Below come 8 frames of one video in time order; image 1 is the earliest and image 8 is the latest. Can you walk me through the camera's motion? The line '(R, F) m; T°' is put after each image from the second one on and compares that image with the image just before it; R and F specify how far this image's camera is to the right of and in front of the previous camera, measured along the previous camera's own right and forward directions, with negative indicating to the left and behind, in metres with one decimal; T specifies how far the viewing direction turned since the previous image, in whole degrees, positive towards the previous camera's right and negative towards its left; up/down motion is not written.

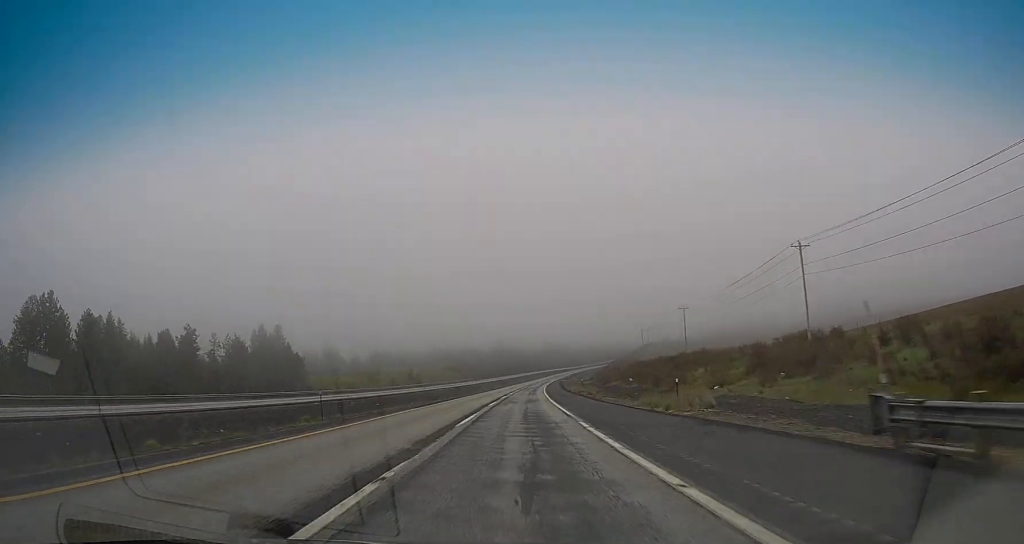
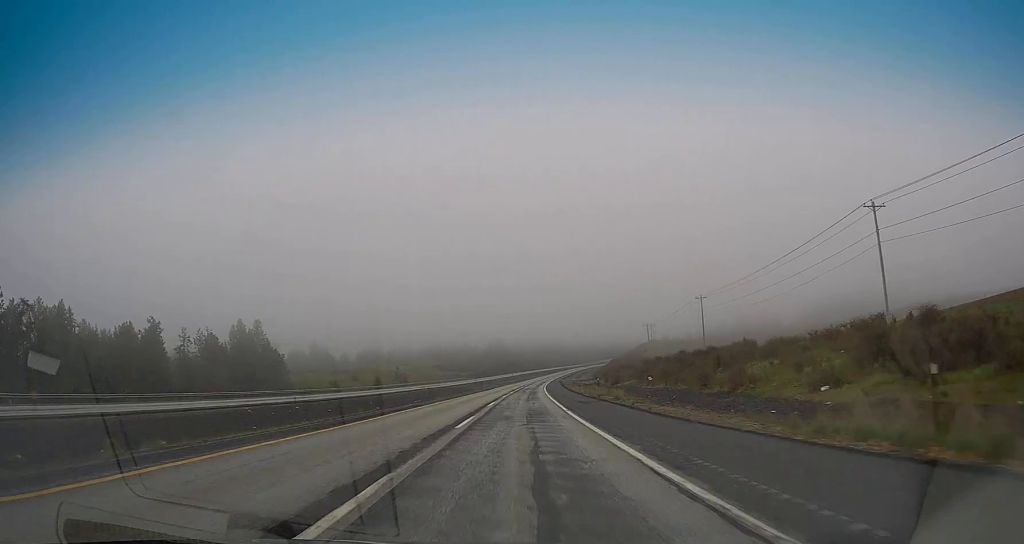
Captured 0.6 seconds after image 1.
(+0.2, +17.6) m; +1°
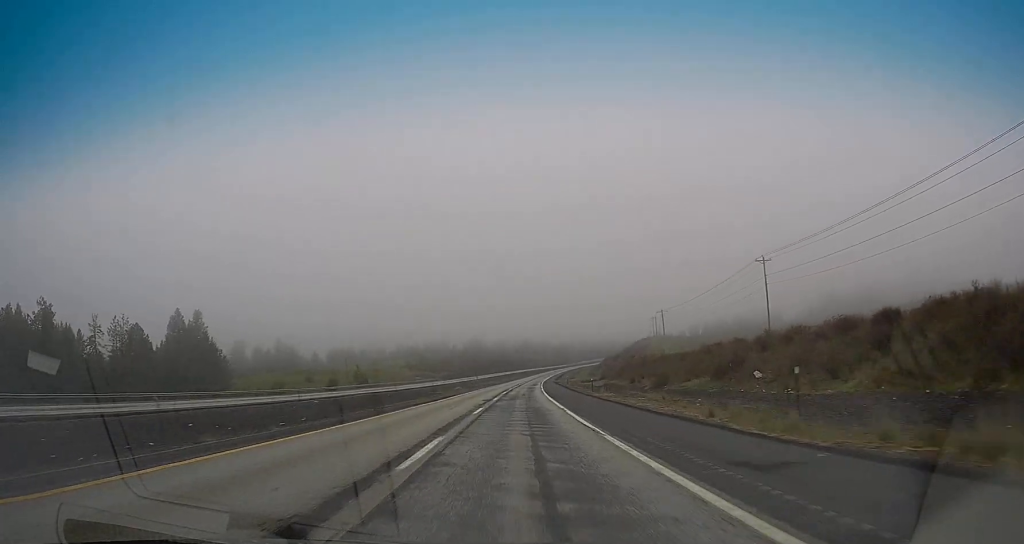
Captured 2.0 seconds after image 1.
(+0.7, +40.1) m; +2°
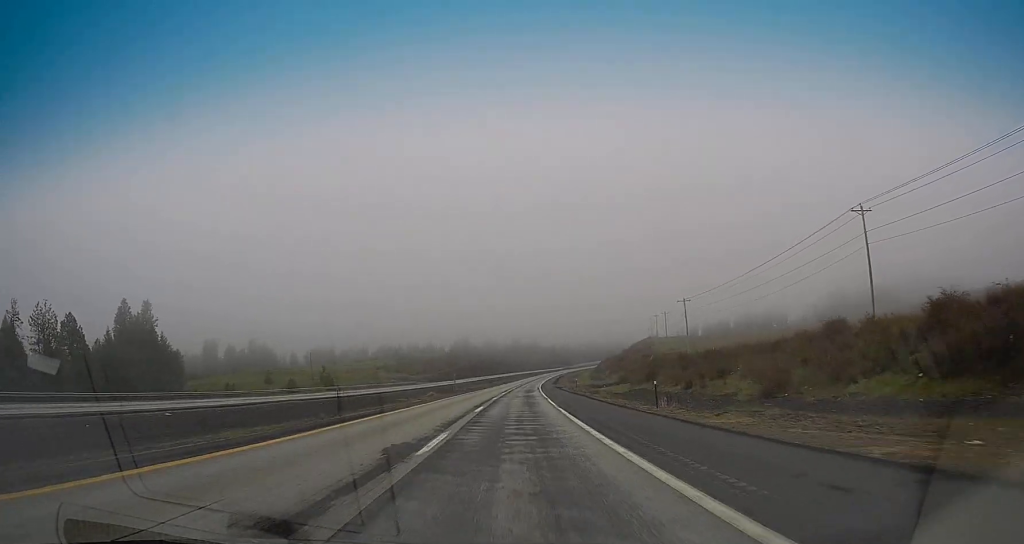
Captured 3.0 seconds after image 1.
(+0.1, +29.4) m; +1°
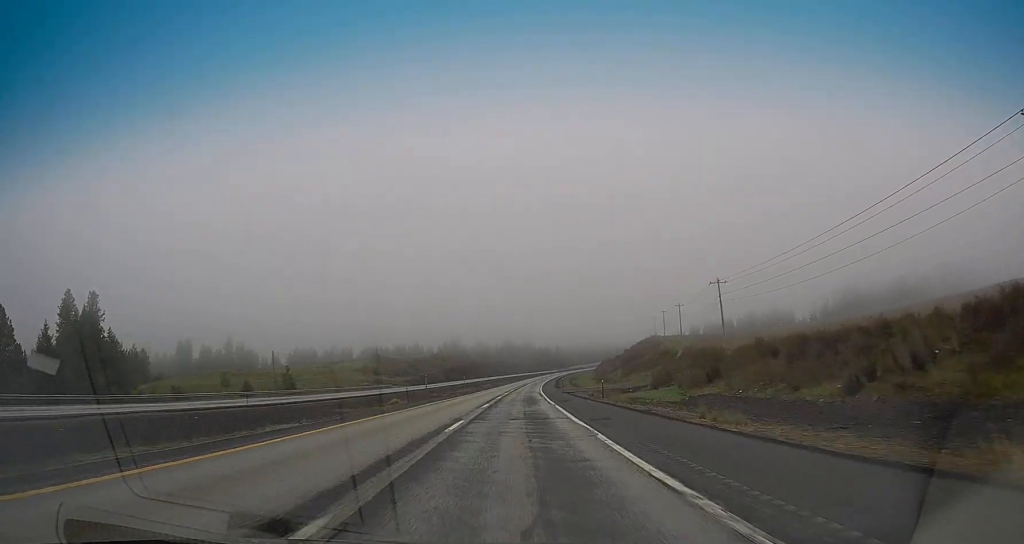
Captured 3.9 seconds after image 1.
(+0.4, +26.4) m; +1°
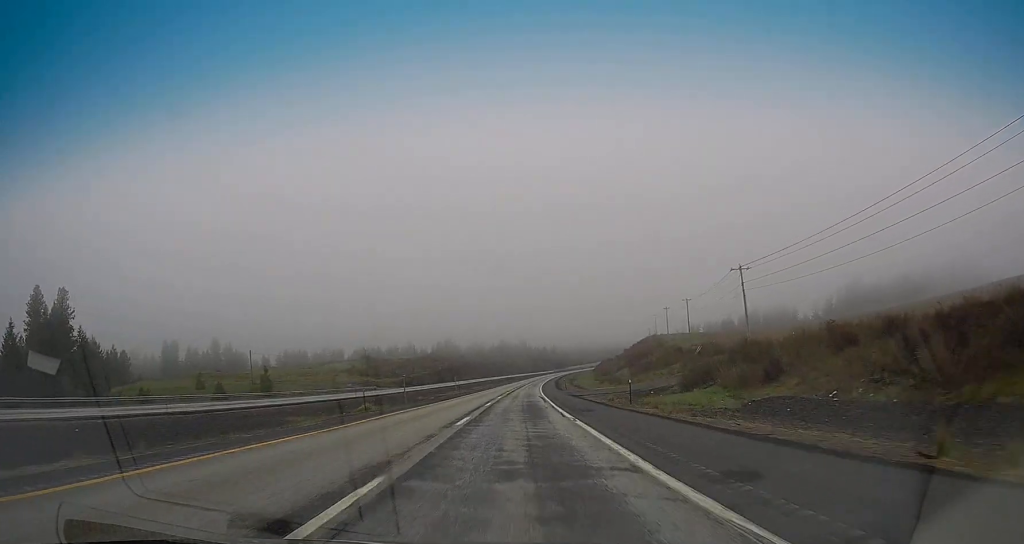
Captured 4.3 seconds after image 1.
(+0.1, +12.7) m; 0°
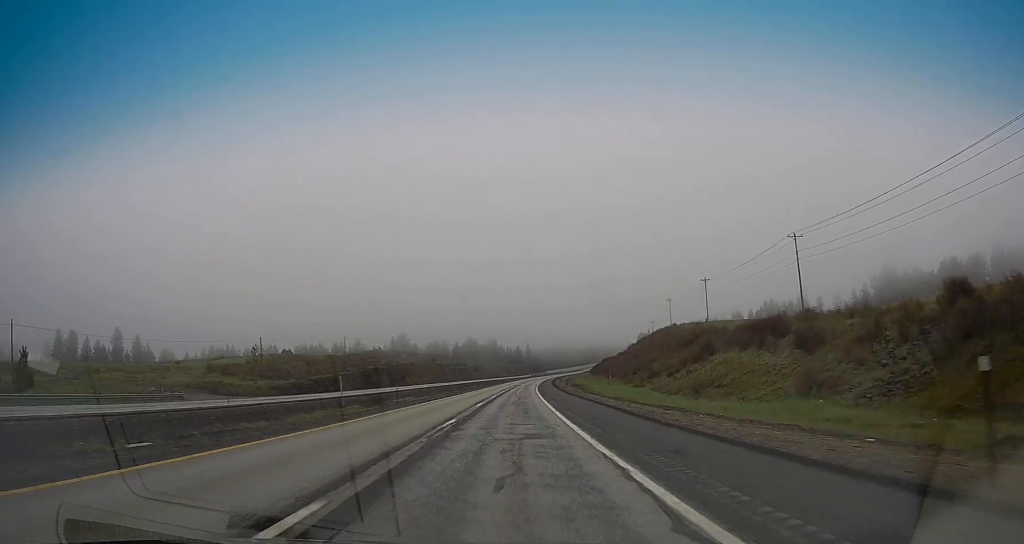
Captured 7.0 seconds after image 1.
(+1.3, +79.9) m; +2°
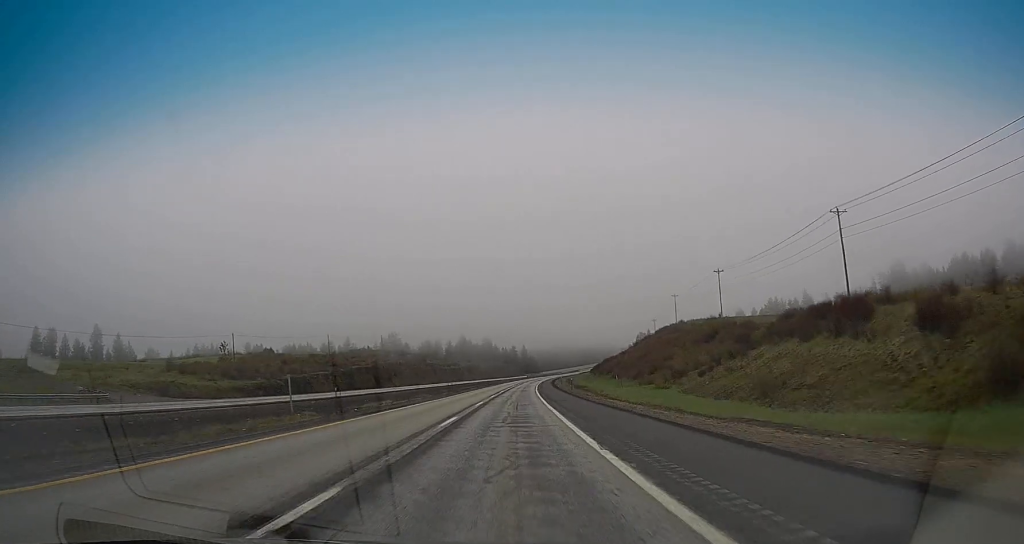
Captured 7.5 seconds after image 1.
(-0.1, +14.7) m; +1°
